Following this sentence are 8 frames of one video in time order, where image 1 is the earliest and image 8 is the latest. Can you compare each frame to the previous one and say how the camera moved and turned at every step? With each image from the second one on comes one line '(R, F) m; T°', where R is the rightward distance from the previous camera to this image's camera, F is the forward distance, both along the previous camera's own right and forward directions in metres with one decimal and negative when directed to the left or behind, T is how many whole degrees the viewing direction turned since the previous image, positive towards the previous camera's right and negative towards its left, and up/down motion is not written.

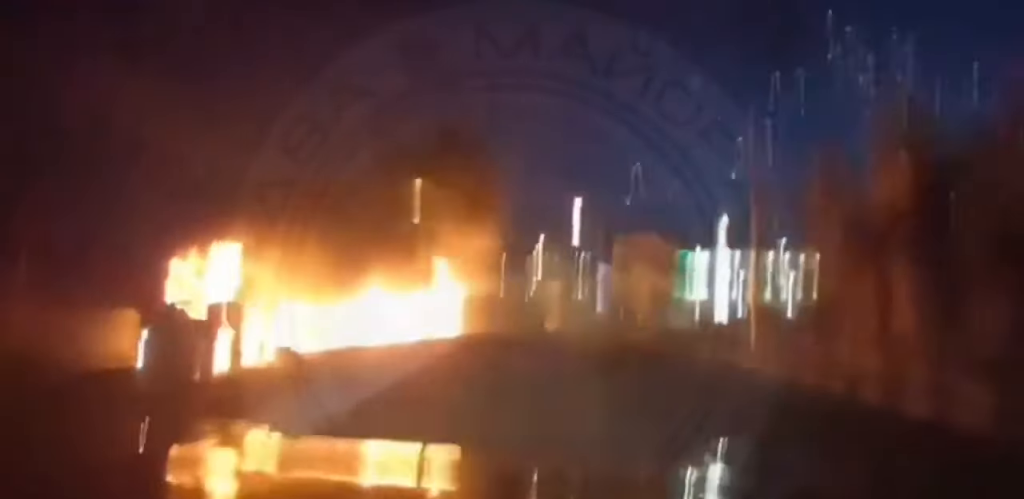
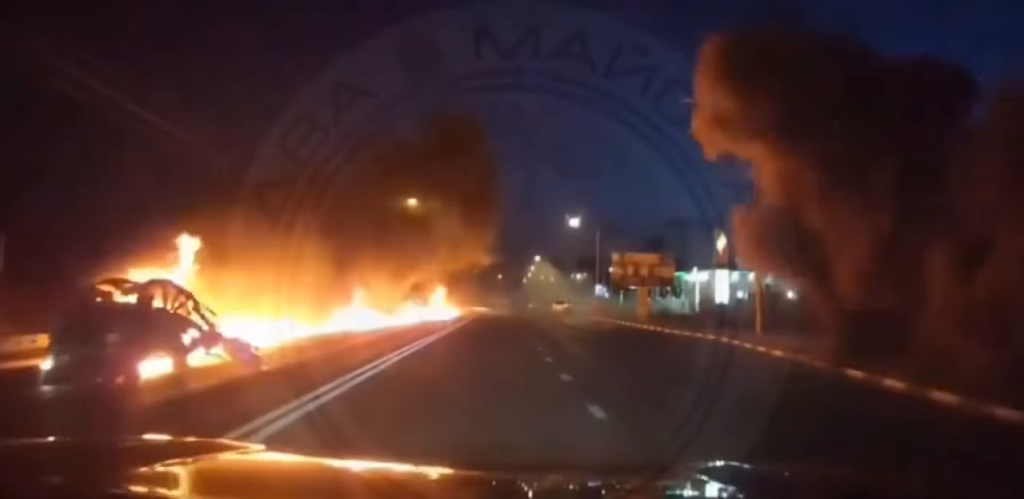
(0.0, +1.0) m; -1°
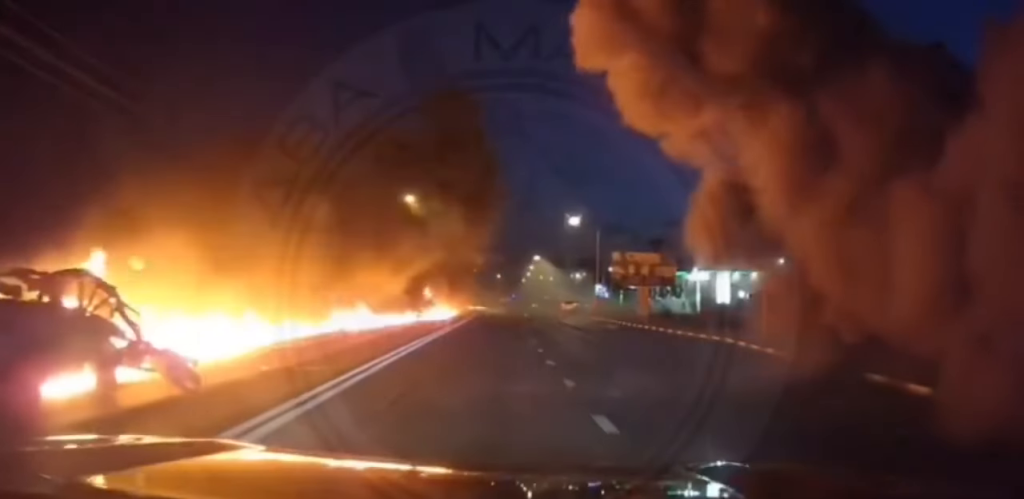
(0.0, +2.1) m; -1°
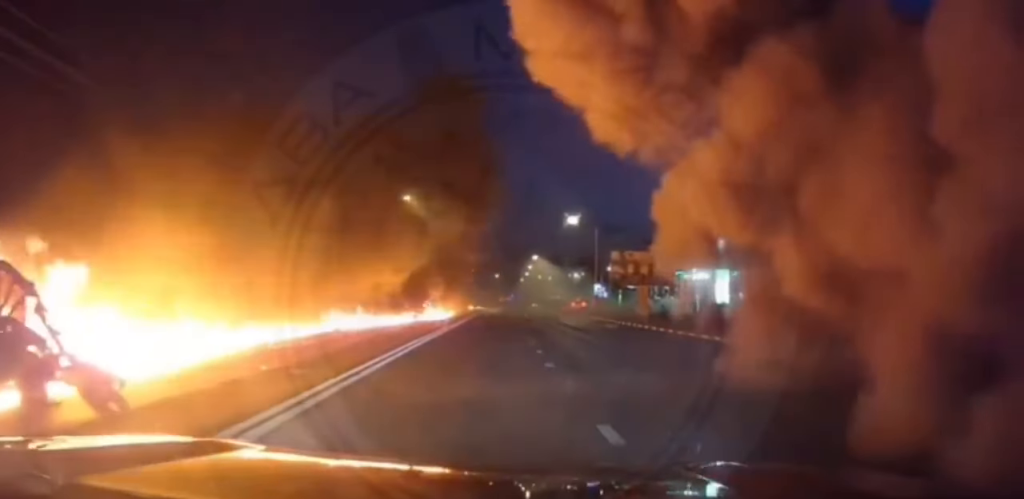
(0.0, +2.1) m; -1°
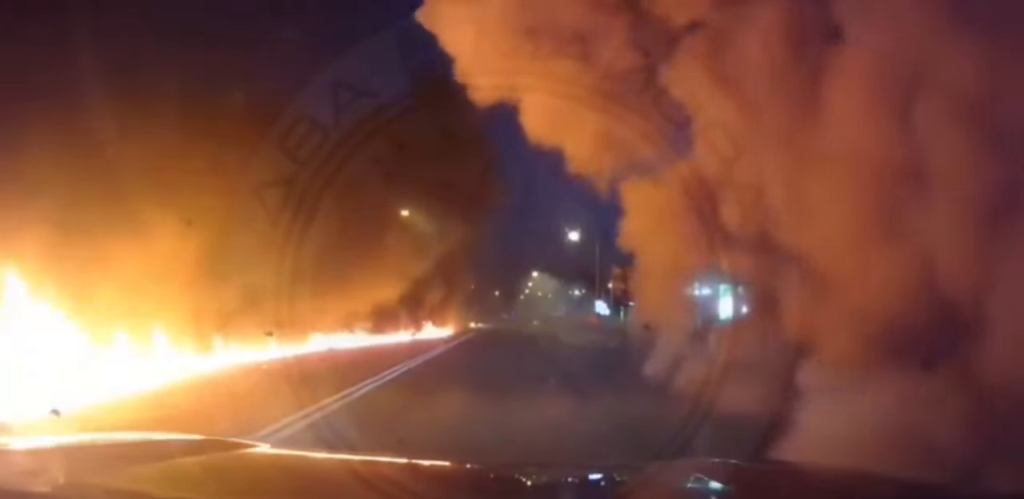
(0.0, +4.2) m; -1°
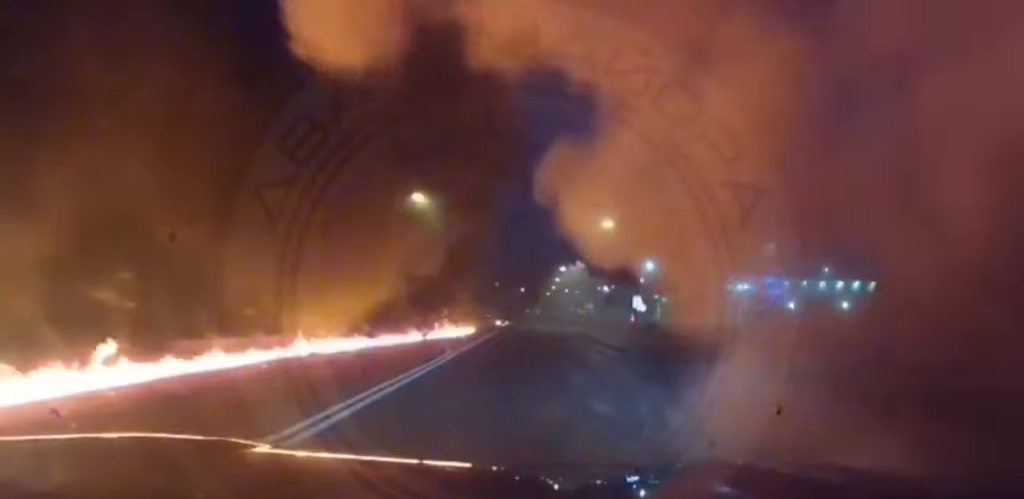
(-0.2, +13.4) m; 0°
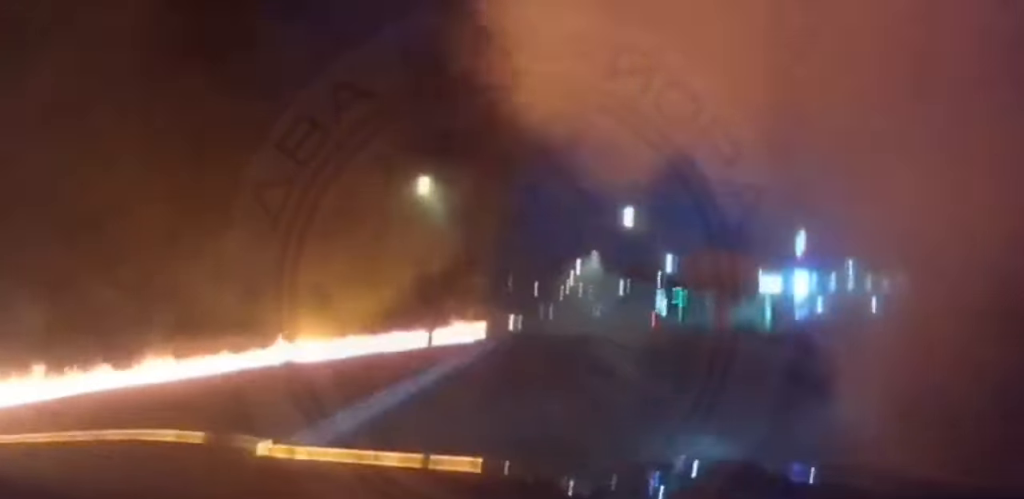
(+0.1, +6.8) m; +1°
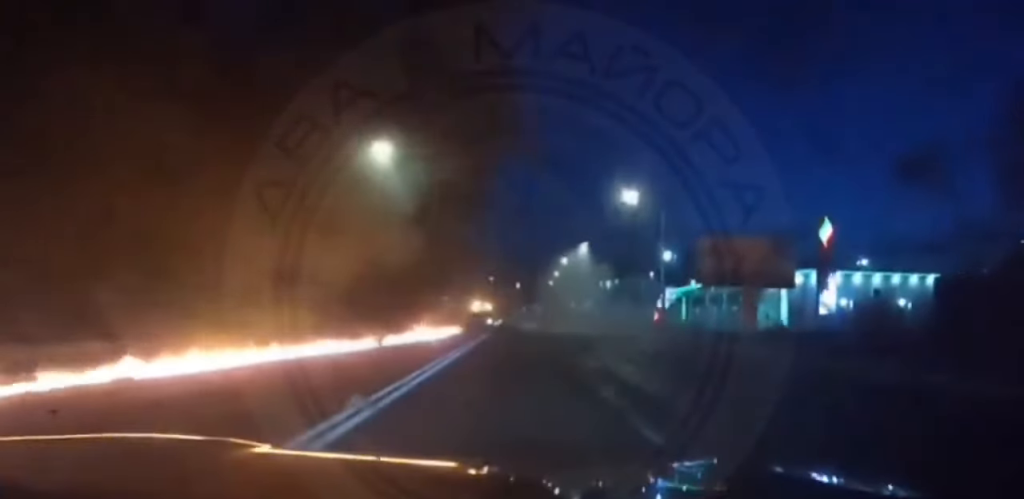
(+0.1, +13.3) m; +1°
